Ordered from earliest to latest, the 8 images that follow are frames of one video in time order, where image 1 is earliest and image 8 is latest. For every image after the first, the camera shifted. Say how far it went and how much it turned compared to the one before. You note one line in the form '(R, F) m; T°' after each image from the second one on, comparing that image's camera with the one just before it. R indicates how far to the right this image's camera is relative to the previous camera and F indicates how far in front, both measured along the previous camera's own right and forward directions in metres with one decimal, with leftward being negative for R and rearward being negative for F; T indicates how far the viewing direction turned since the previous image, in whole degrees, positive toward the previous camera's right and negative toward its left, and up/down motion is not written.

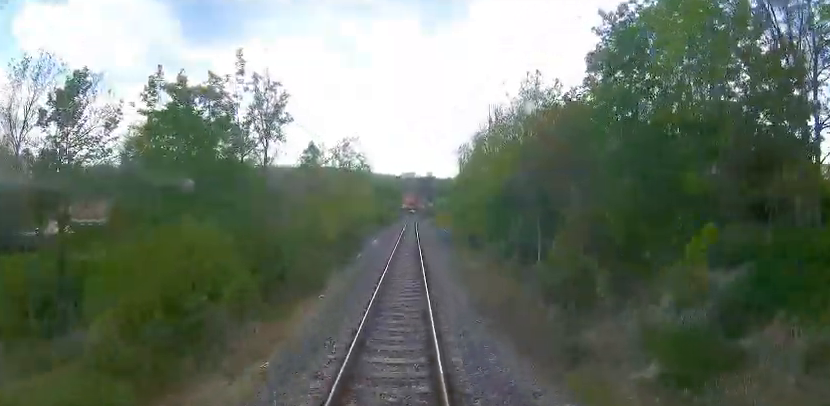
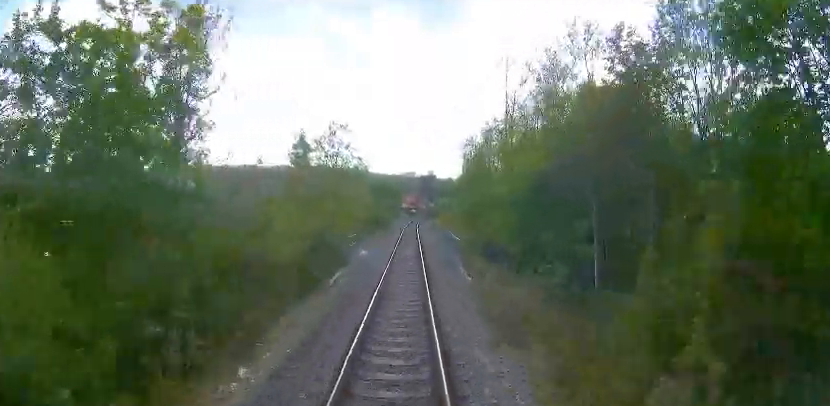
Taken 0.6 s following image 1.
(+0.1, +8.2) m; -1°
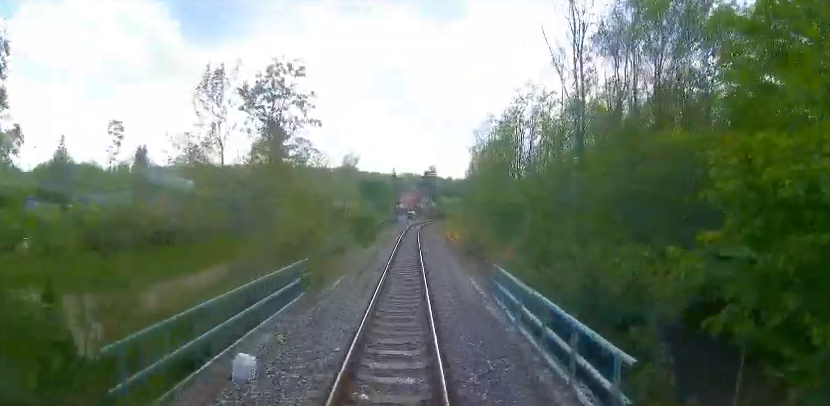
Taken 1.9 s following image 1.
(-0.5, +17.1) m; -1°
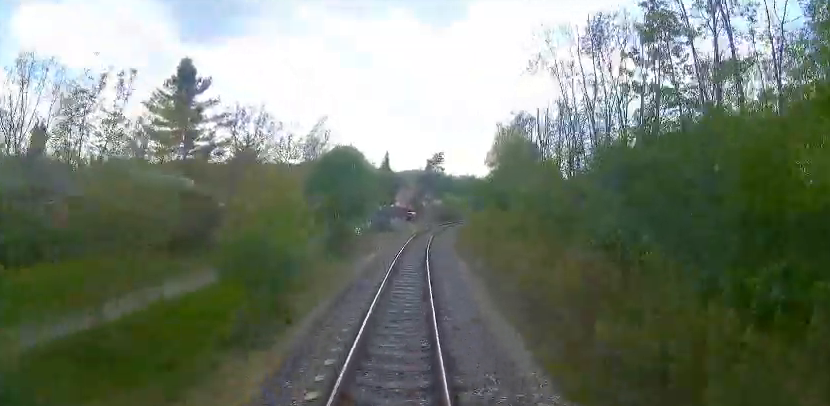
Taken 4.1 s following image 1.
(+0.7, +28.7) m; +2°
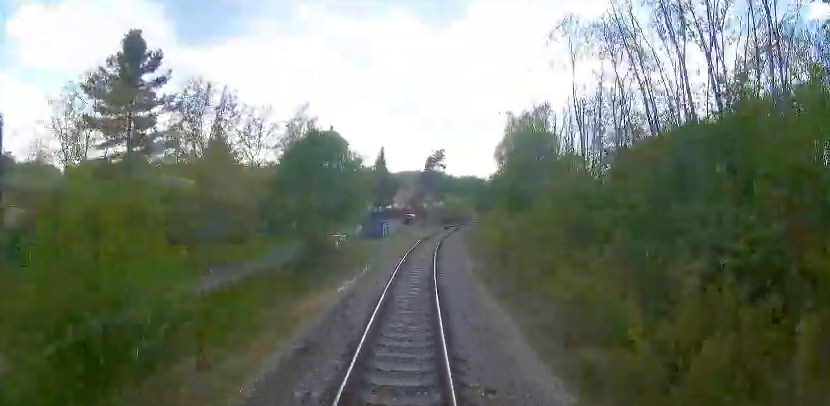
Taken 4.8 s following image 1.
(+0.1, +8.8) m; 0°
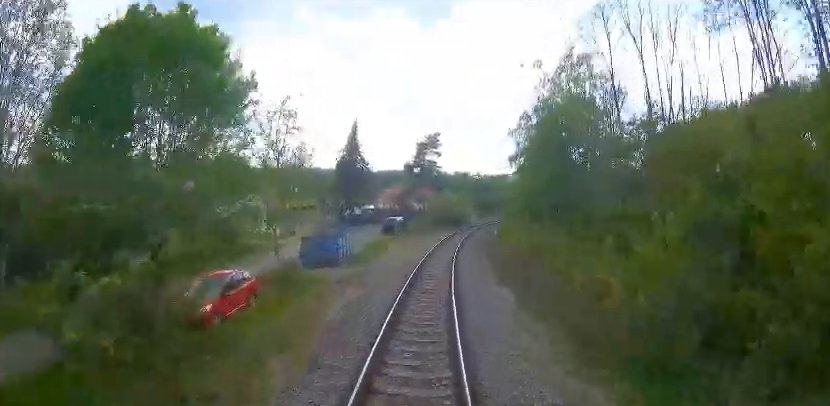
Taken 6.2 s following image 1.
(+0.1, +19.4) m; +1°
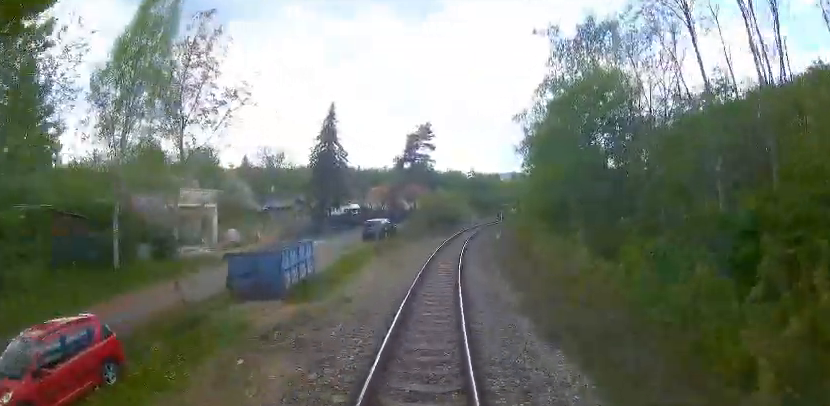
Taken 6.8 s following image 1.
(+0.1, +7.9) m; 0°
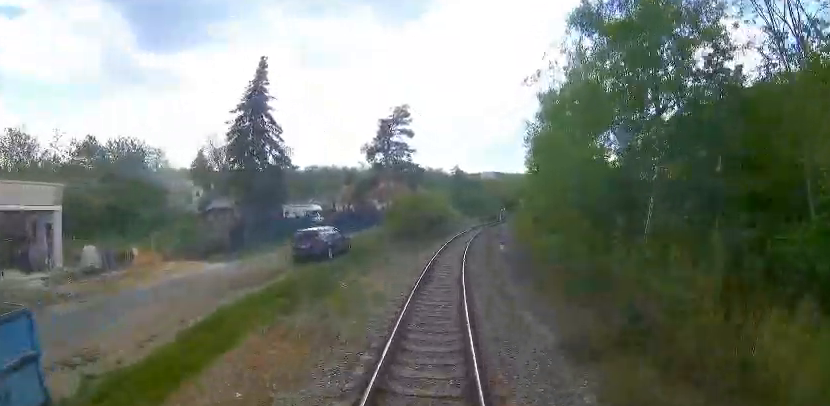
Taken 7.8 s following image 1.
(-0.4, +13.1) m; +1°
